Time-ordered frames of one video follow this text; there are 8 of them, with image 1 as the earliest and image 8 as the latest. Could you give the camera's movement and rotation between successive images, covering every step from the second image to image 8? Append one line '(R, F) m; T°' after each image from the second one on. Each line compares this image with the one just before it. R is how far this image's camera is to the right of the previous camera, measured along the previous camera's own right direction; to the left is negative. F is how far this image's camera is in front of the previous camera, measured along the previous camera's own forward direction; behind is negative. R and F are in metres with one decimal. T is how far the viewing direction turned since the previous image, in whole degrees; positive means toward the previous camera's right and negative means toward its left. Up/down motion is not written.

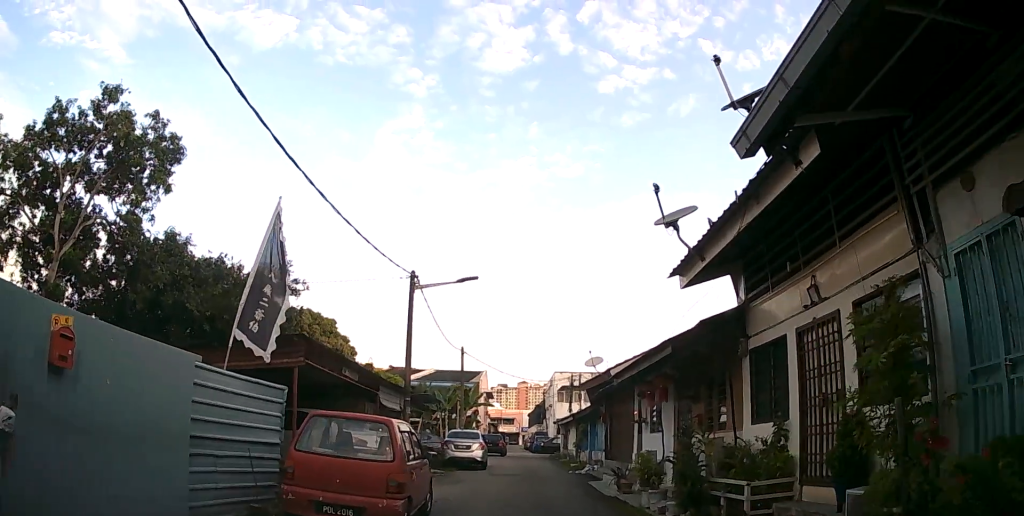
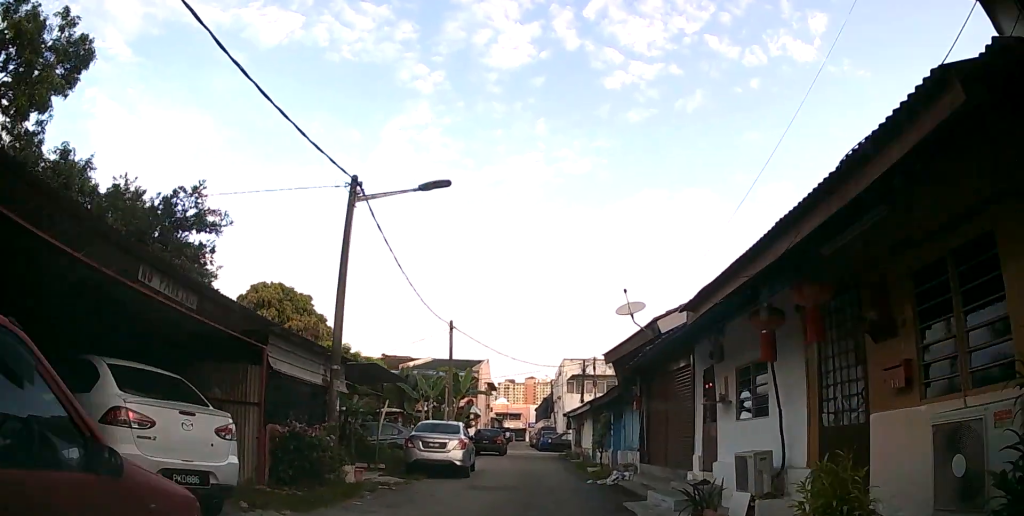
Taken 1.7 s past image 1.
(+0.1, +6.7) m; 0°
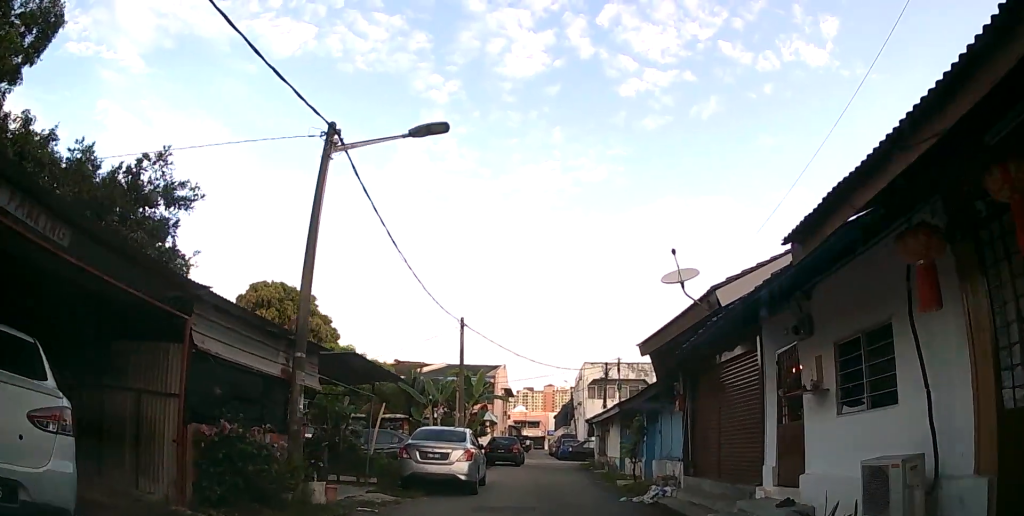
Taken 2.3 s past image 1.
(0.0, +2.6) m; -2°
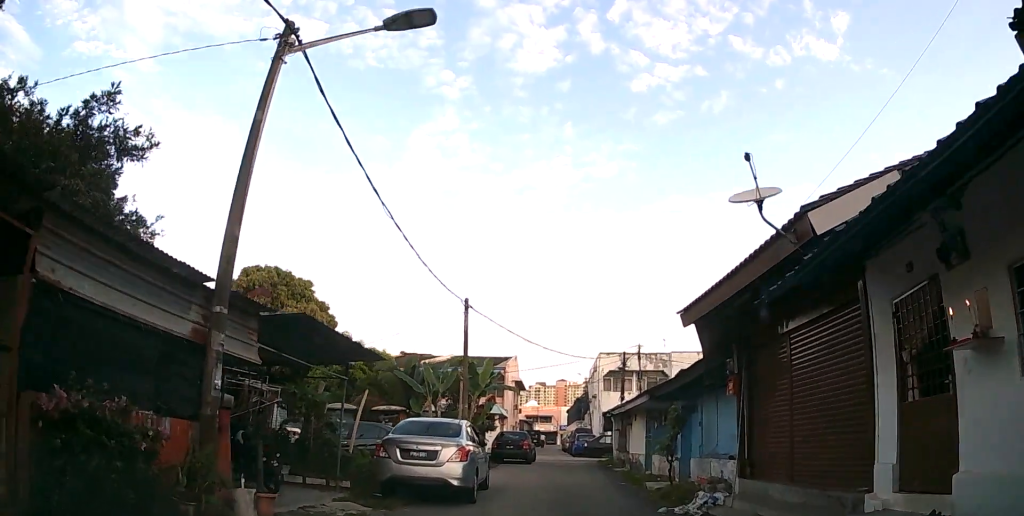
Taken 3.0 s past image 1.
(-0.1, +2.7) m; -1°
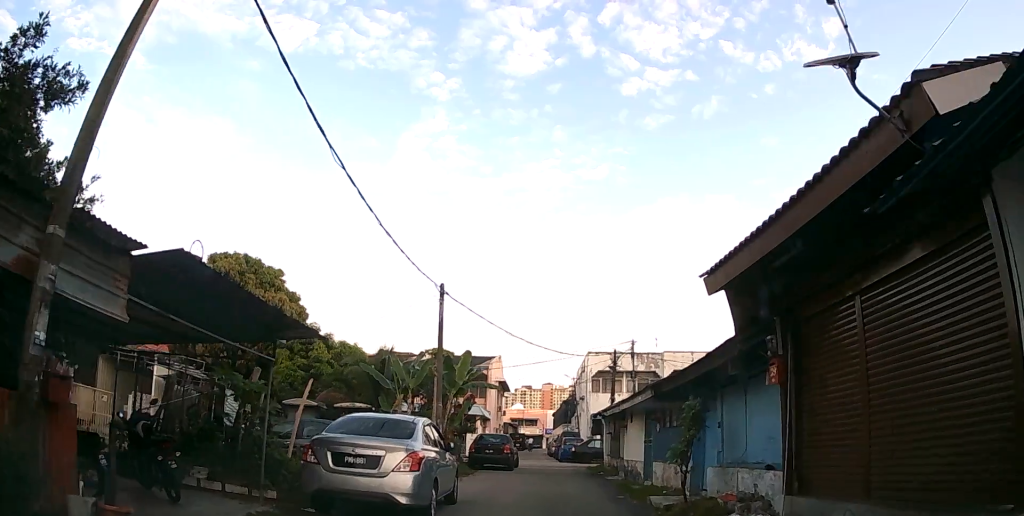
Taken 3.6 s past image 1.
(0.0, +2.5) m; 0°
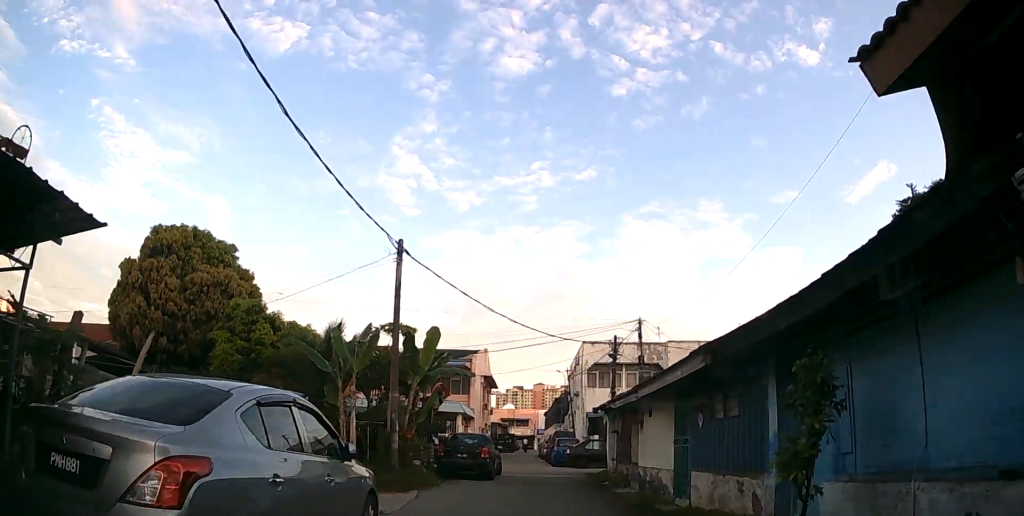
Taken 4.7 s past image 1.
(+0.1, +4.7) m; +2°
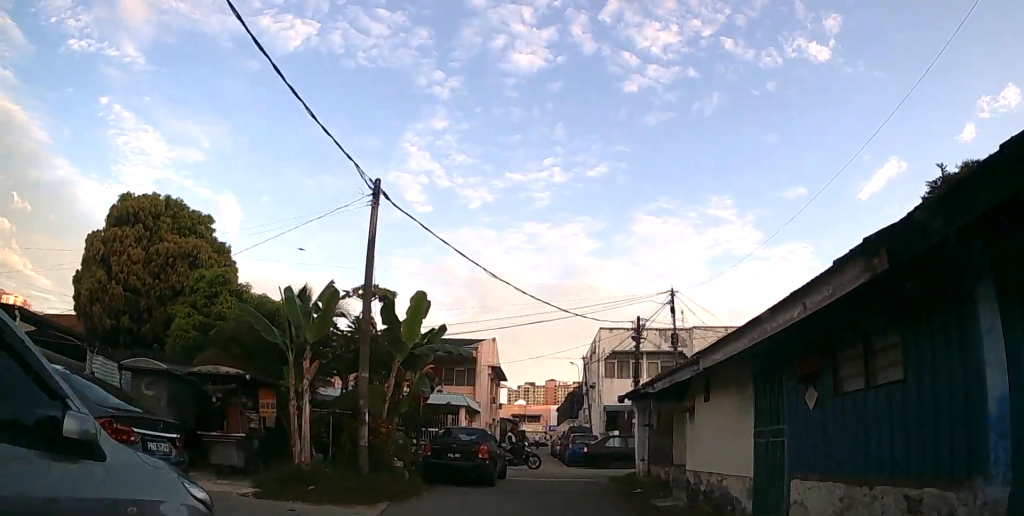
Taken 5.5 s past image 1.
(0.0, +3.5) m; +1°
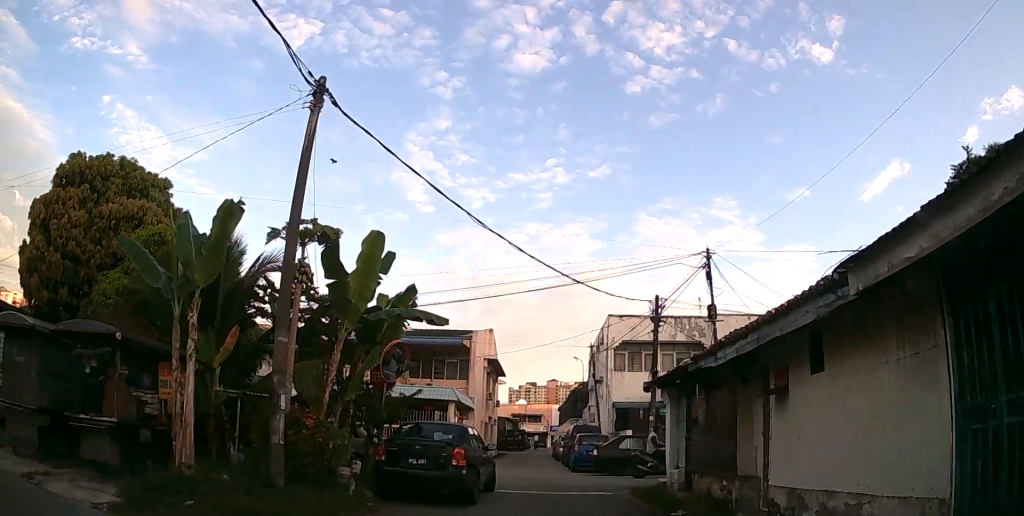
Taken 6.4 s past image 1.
(+0.1, +3.8) m; +1°
